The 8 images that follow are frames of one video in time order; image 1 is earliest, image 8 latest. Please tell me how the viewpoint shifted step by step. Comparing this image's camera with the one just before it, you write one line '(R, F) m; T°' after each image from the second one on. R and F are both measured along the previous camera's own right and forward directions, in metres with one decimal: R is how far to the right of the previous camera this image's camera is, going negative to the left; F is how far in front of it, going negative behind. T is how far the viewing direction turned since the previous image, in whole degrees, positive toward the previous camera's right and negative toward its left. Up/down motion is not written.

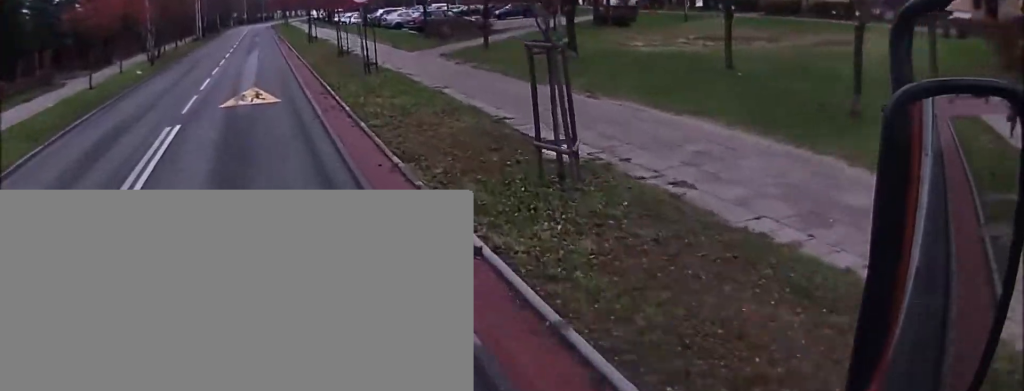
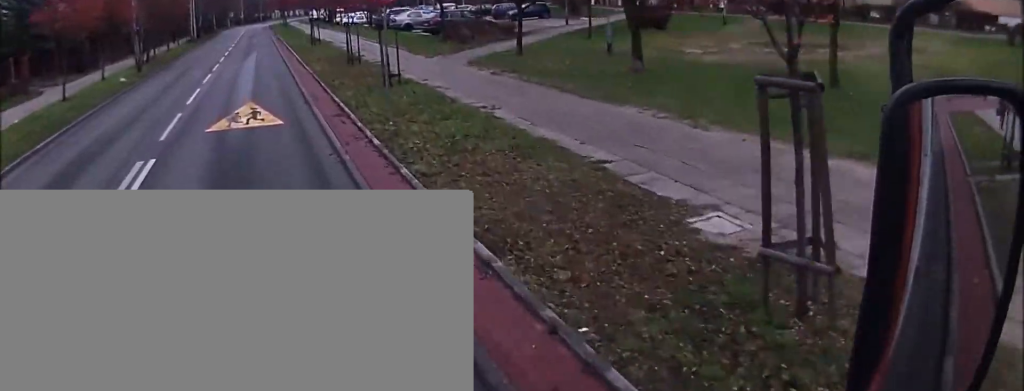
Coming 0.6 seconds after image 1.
(0.0, +4.0) m; -3°
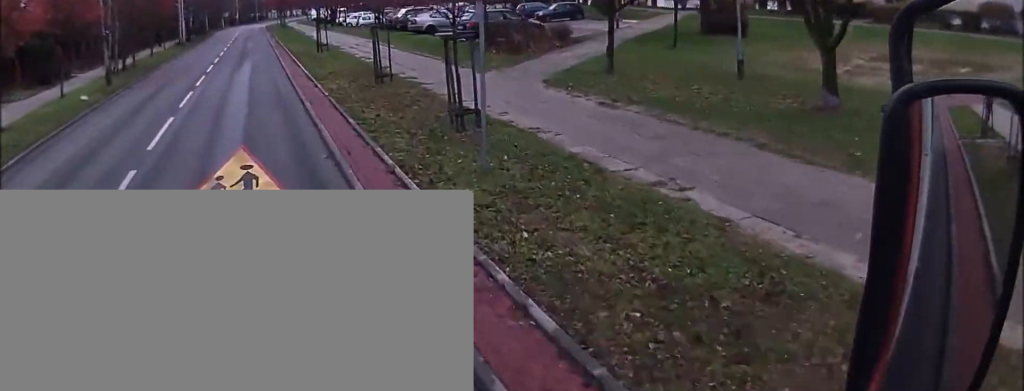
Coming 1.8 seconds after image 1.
(-0.5, +7.1) m; -3°
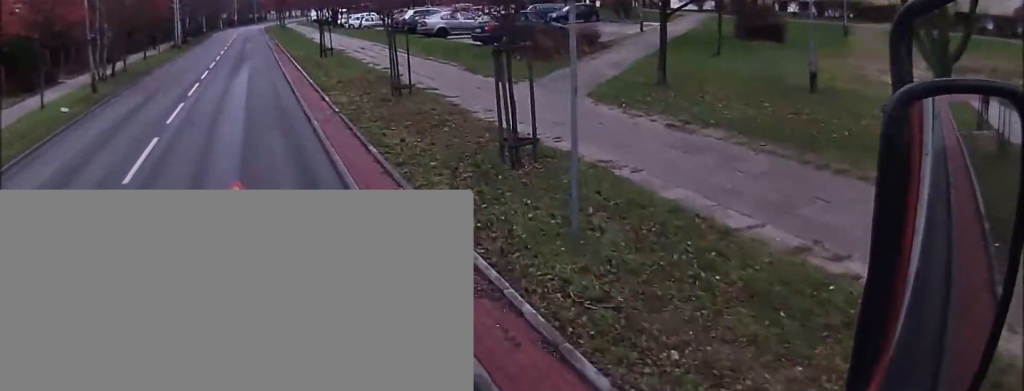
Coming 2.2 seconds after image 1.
(-0.1, +2.7) m; +1°
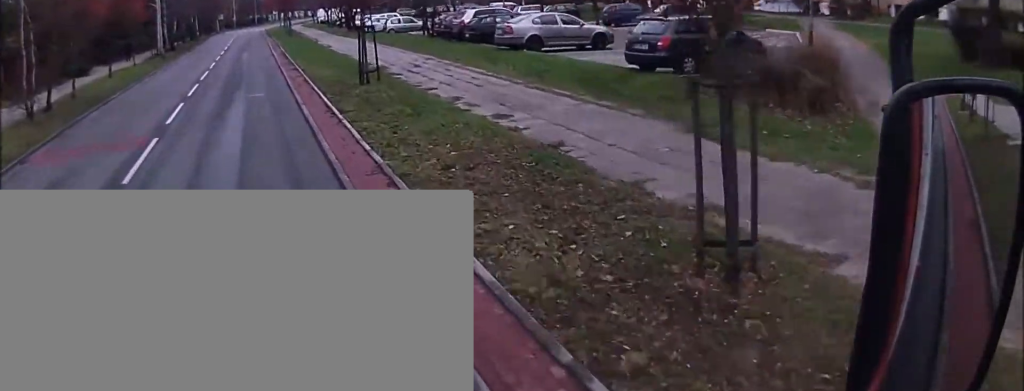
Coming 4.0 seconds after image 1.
(+0.9, +10.7) m; +1°
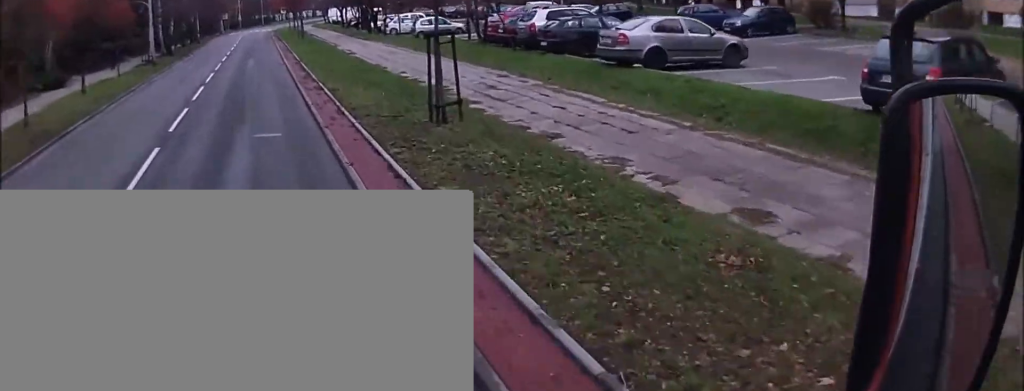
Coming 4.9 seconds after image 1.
(-0.5, +6.4) m; 0°
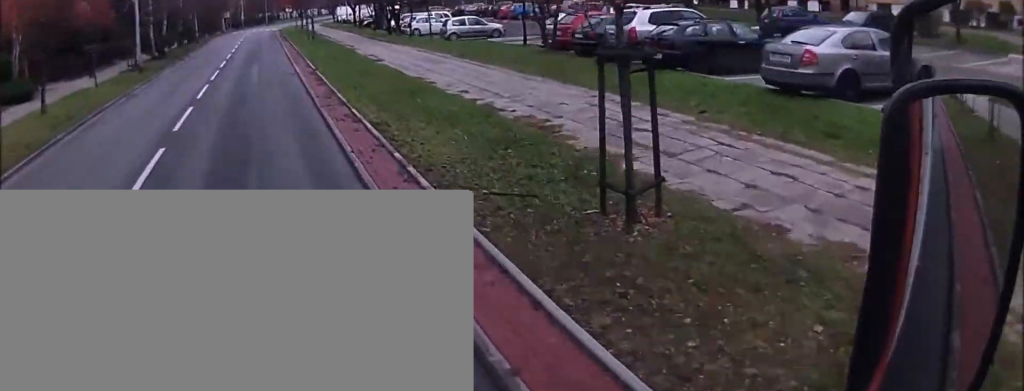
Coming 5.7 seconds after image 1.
(+0.4, +5.8) m; +1°
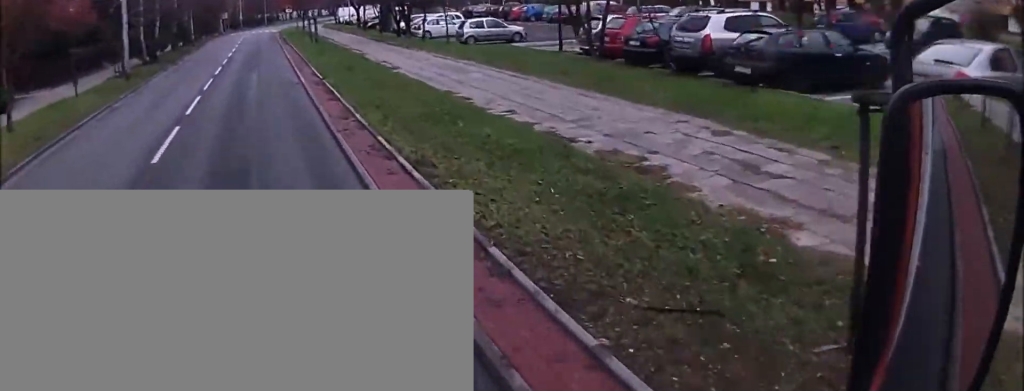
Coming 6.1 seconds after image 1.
(+0.1, +3.0) m; 0°
